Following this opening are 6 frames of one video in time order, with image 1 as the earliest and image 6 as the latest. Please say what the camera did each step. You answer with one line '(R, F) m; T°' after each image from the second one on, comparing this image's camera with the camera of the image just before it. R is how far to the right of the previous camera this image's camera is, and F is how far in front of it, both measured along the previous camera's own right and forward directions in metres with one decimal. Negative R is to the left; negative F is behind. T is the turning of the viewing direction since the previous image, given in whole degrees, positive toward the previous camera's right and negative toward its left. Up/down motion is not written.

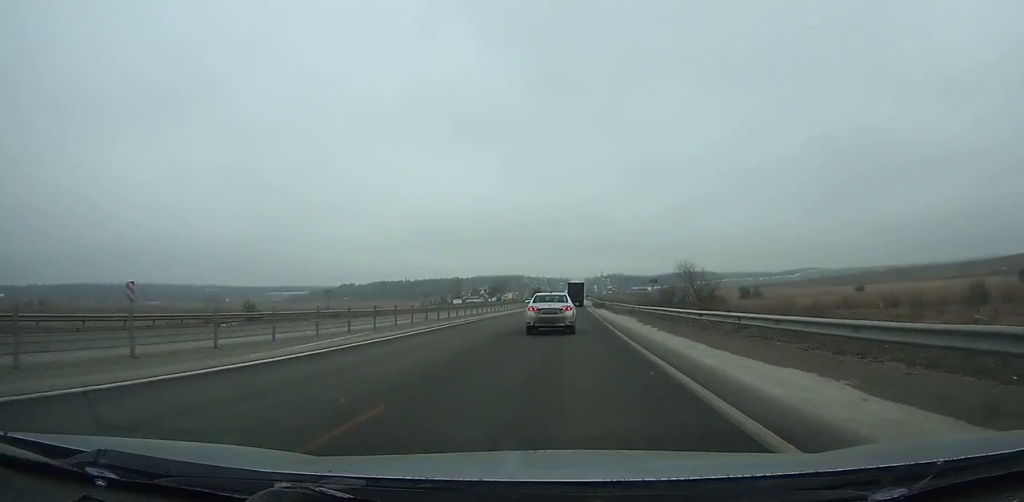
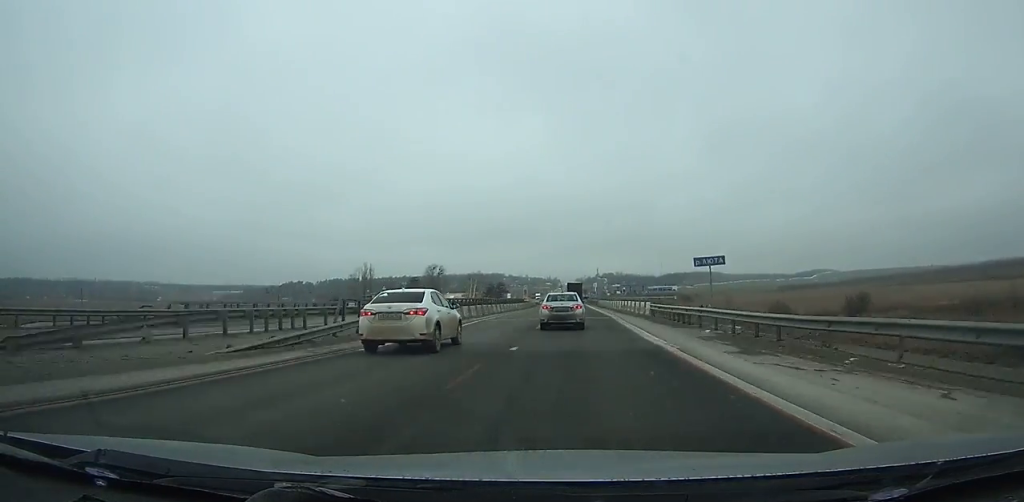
(+0.2, +184.2) m; 0°
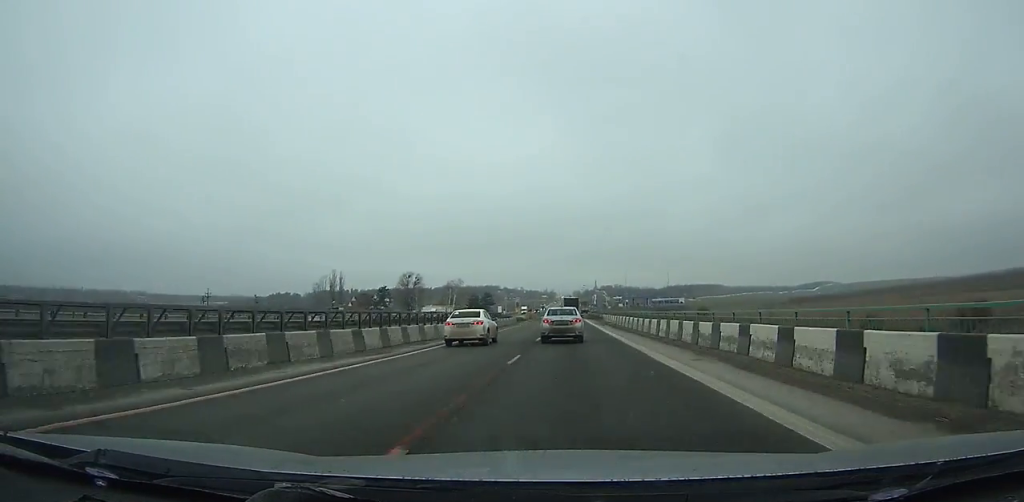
(0.0, +33.9) m; 0°
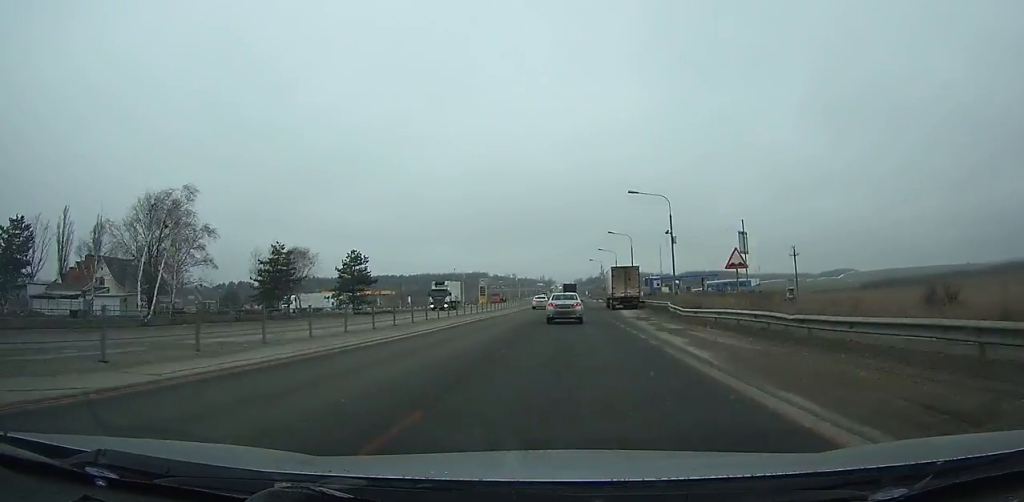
(-0.2, +138.0) m; 0°
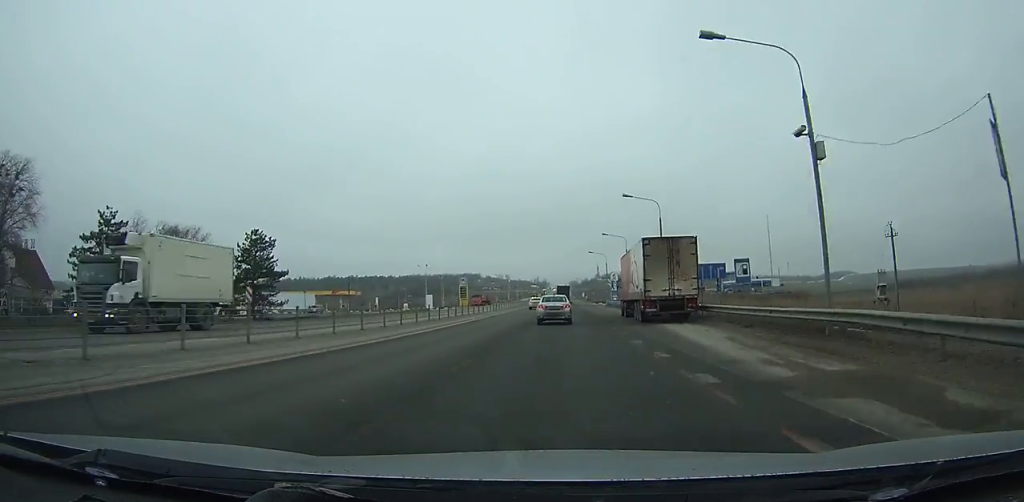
(+0.1, +26.9) m; 0°
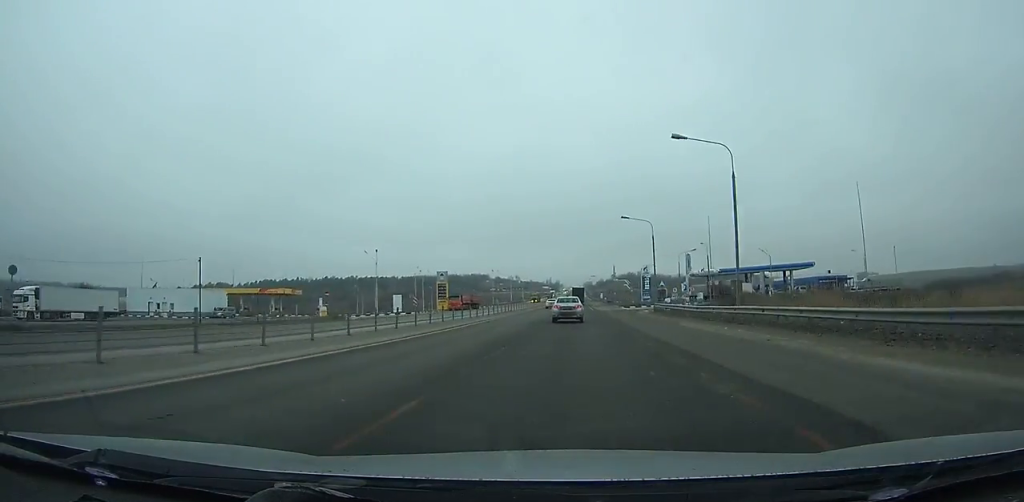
(-0.1, +45.1) m; 0°
